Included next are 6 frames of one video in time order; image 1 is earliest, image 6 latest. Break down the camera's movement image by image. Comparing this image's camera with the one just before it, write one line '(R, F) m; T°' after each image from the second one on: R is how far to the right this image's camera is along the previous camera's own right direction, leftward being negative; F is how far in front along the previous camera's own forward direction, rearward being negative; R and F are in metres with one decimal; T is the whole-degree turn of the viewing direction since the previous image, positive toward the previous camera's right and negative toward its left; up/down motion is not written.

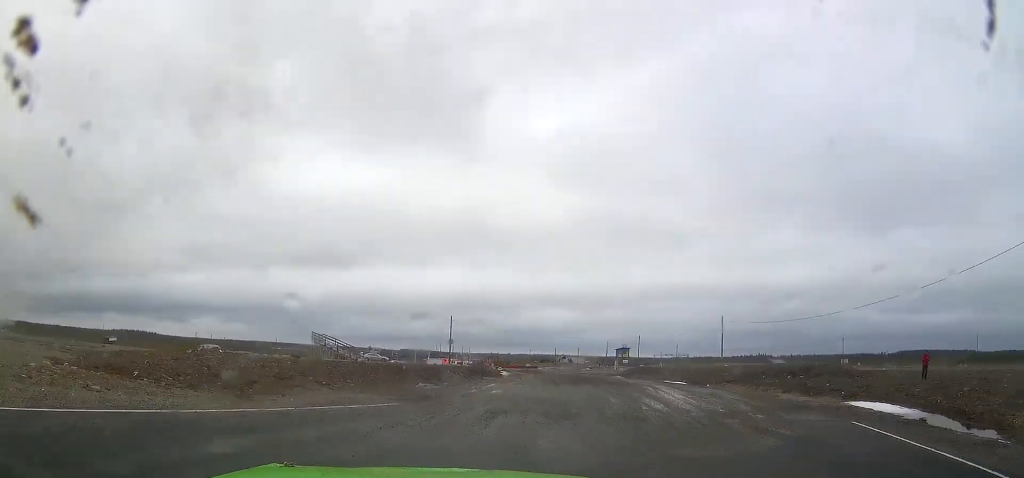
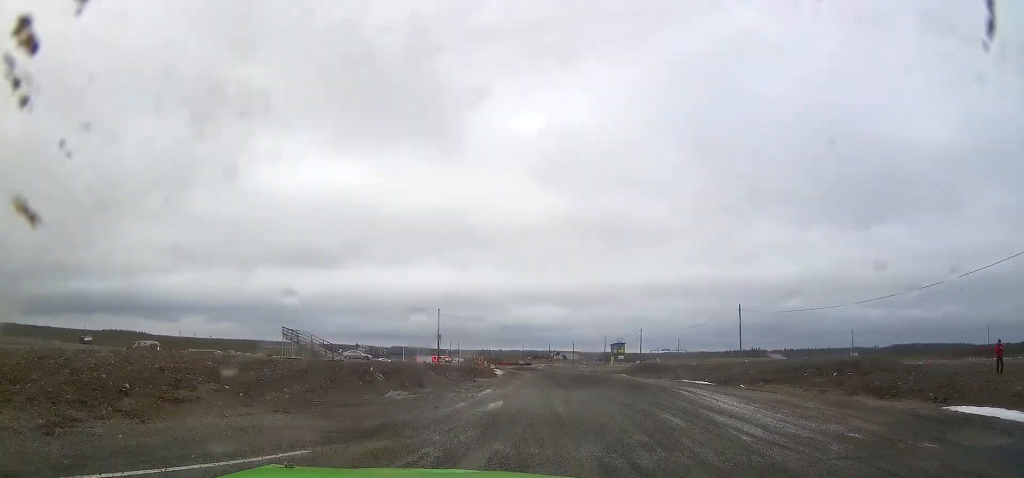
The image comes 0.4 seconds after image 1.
(+0.1, +6.2) m; +6°
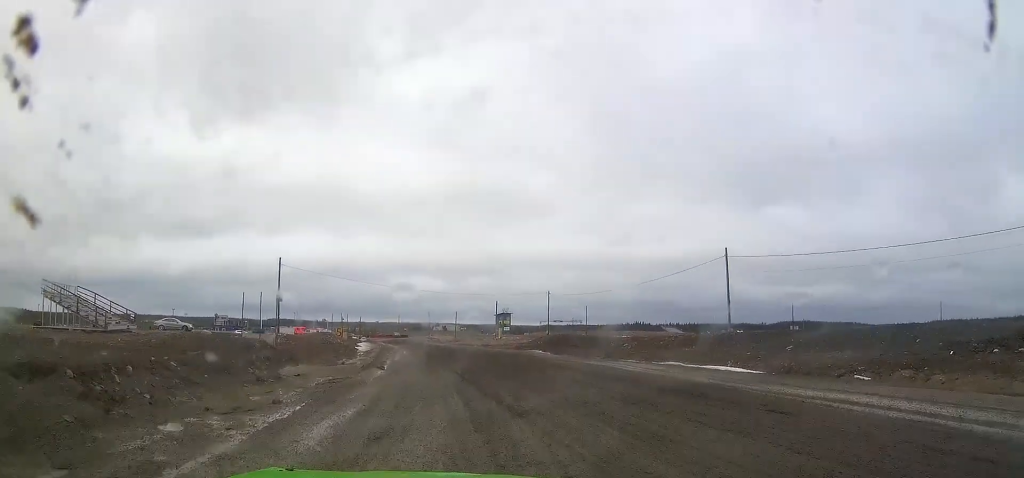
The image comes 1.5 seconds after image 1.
(+2.3, +19.3) m; +11°
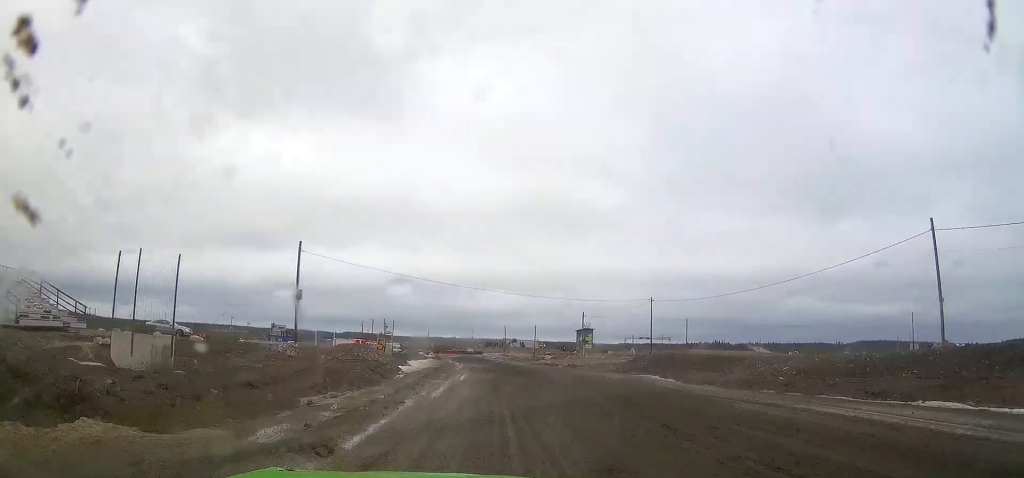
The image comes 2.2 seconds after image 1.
(+0.8, +14.5) m; +2°
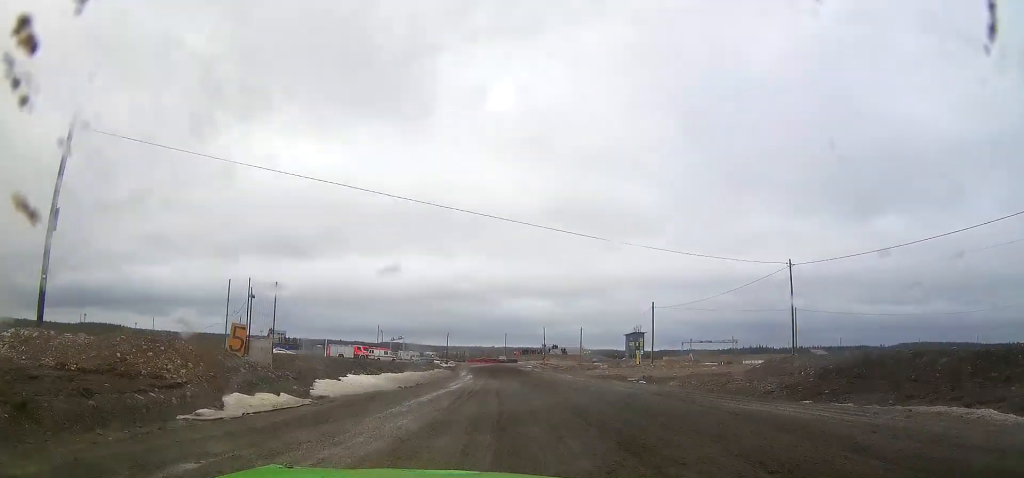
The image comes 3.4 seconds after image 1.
(0.0, +25.0) m; 0°
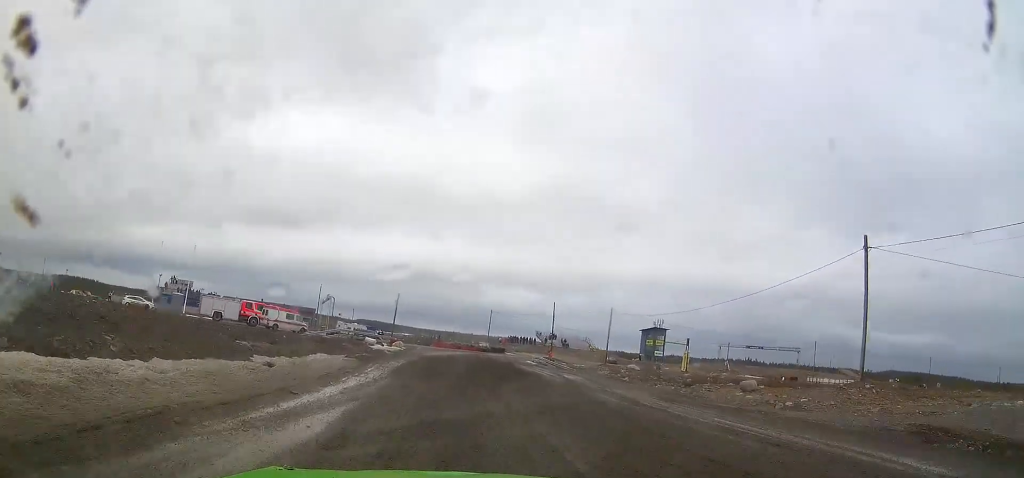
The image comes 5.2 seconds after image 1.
(-1.2, +40.0) m; -4°
